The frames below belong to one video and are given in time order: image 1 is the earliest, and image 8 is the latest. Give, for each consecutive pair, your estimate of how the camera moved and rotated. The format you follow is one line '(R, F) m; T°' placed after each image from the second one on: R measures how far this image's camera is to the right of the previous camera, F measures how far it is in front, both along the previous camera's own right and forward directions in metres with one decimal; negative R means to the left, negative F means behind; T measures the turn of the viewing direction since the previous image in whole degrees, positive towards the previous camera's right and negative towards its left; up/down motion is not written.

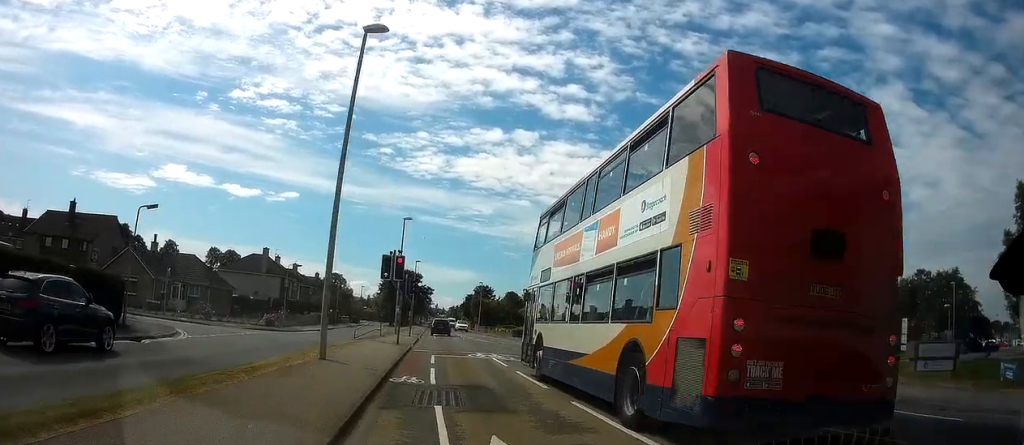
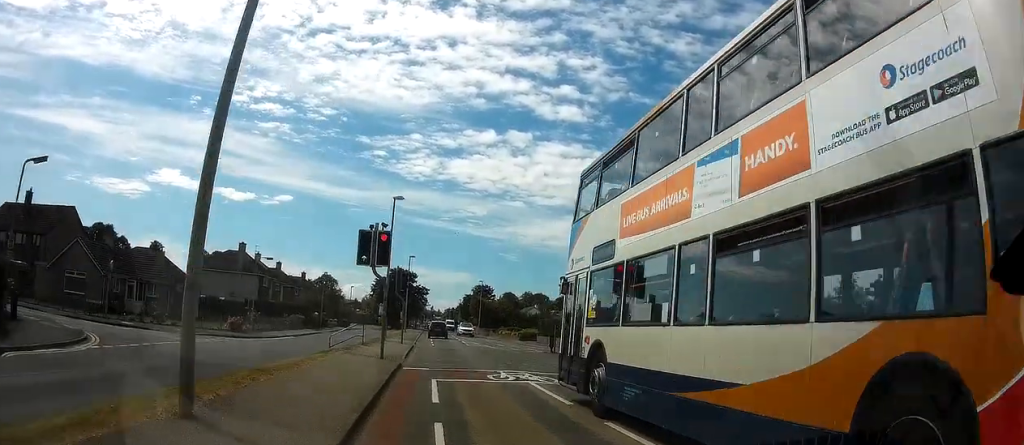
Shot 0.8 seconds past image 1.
(0.0, +7.8) m; 0°
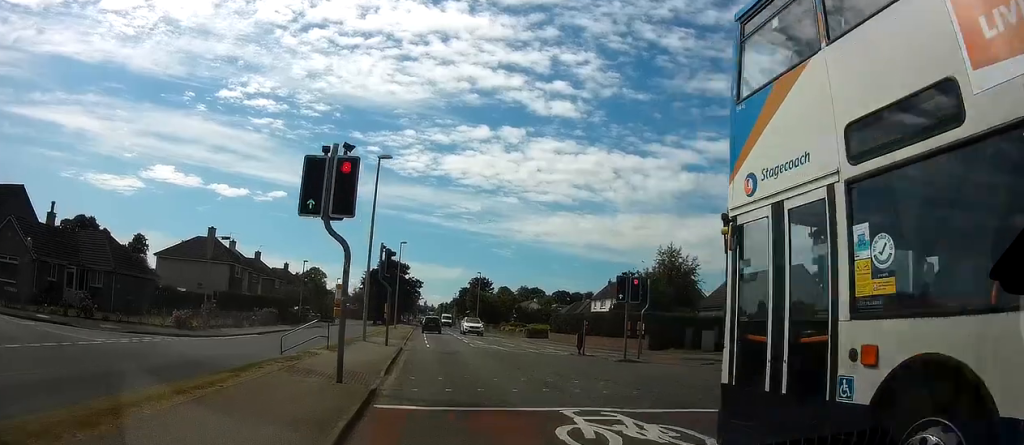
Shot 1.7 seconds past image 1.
(0.0, +7.9) m; +2°
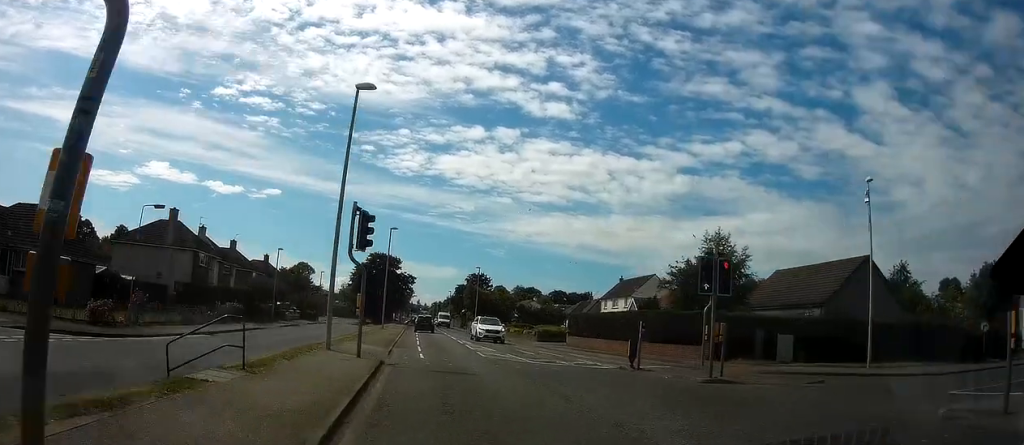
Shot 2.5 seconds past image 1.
(+0.2, +8.1) m; +1°
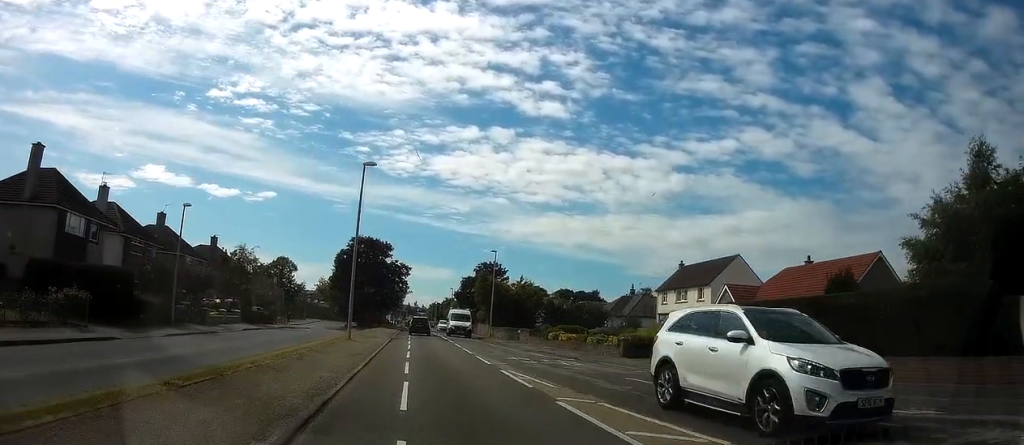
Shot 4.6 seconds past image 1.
(+0.1, +20.1) m; 0°
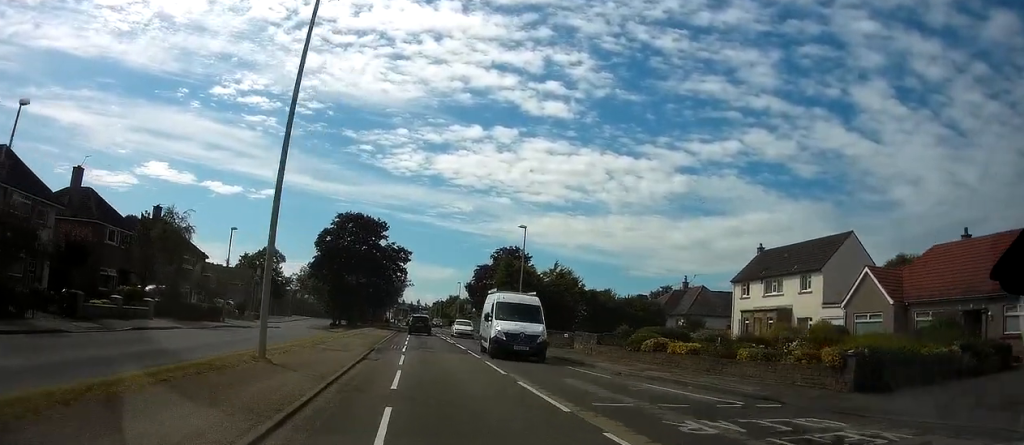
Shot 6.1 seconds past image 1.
(-0.2, +15.2) m; 0°
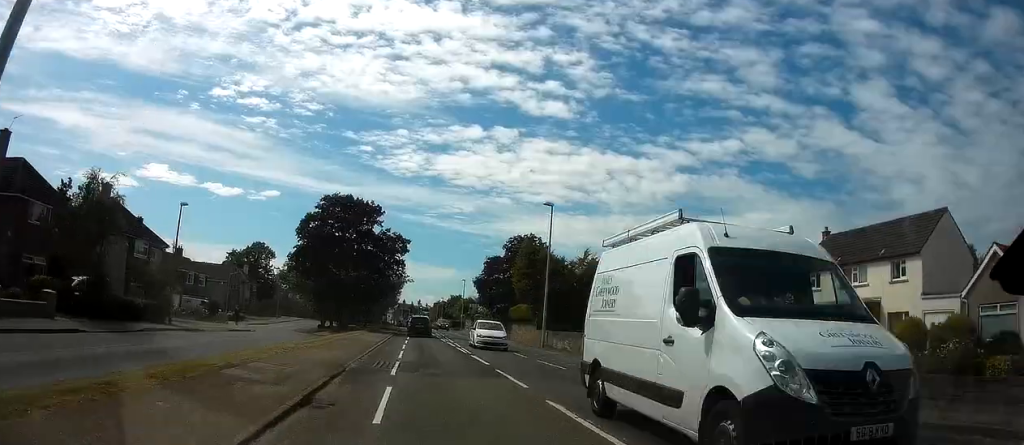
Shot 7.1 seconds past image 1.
(+0.2, +9.1) m; 0°
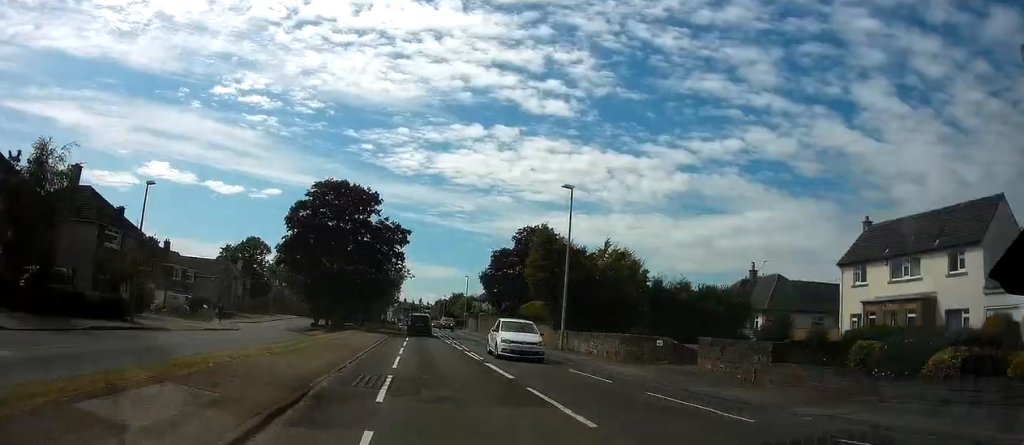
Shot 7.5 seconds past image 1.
(-0.1, +4.5) m; -1°
